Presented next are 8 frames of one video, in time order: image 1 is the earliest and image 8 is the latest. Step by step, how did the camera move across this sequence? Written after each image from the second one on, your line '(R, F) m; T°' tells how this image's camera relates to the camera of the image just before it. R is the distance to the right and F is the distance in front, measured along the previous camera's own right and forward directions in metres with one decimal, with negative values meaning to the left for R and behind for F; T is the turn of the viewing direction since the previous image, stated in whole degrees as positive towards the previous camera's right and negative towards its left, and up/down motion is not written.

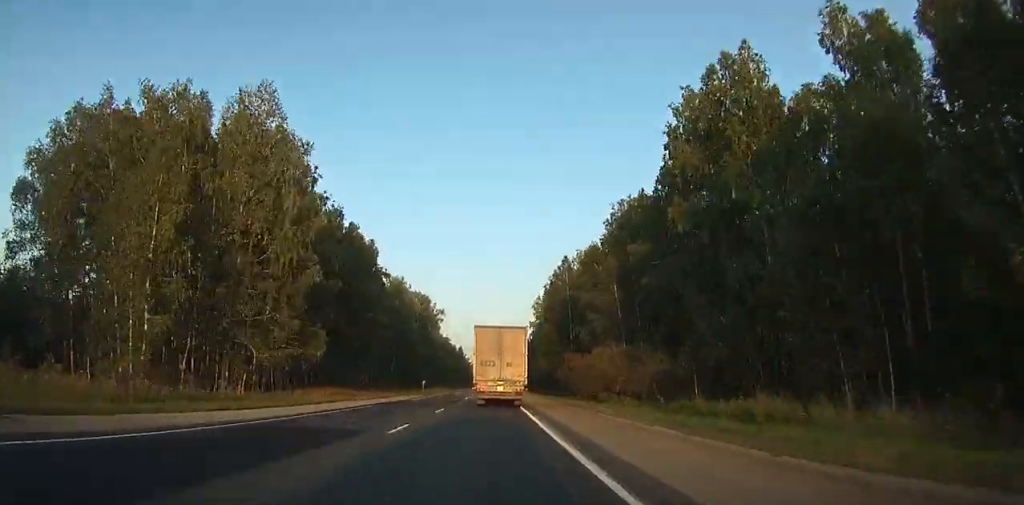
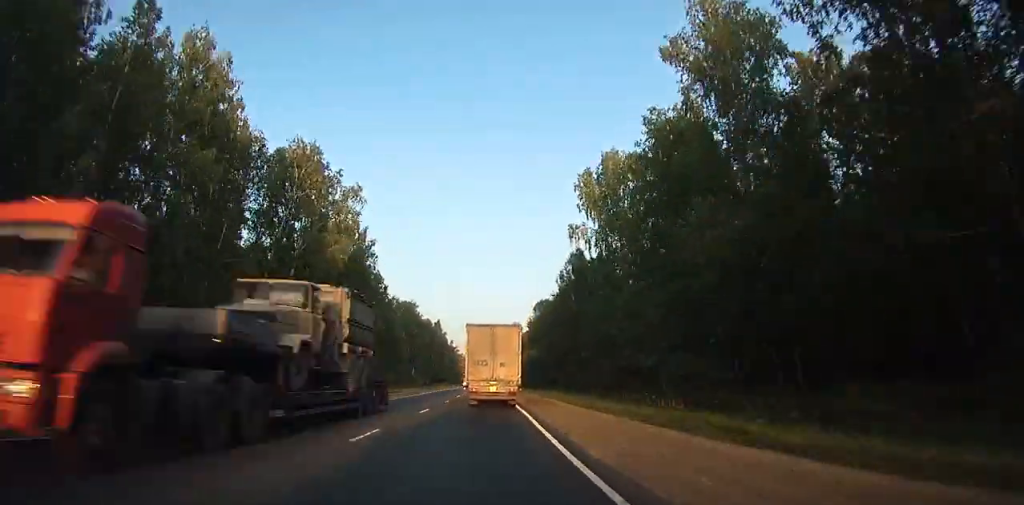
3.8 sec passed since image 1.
(+0.3, +83.9) m; 0°
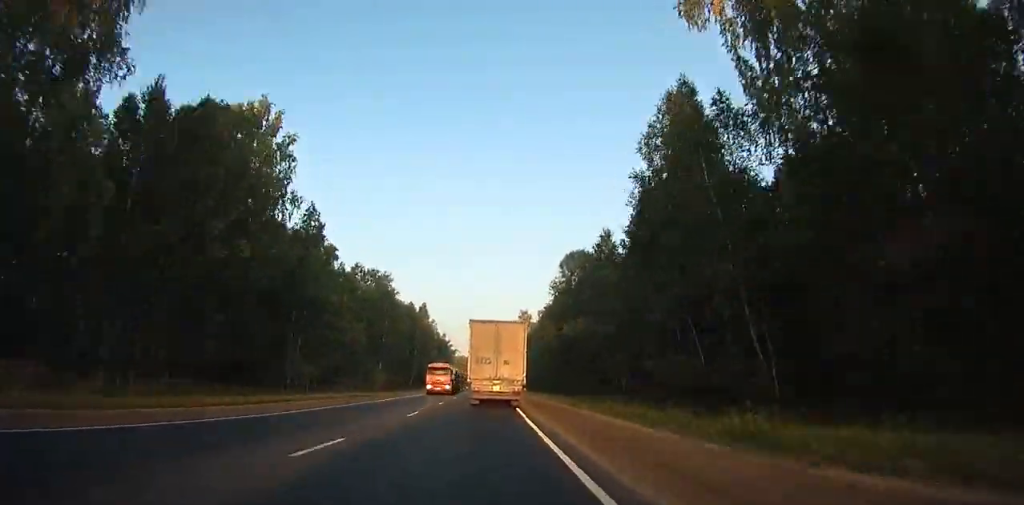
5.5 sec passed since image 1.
(+0.1, +37.9) m; 0°
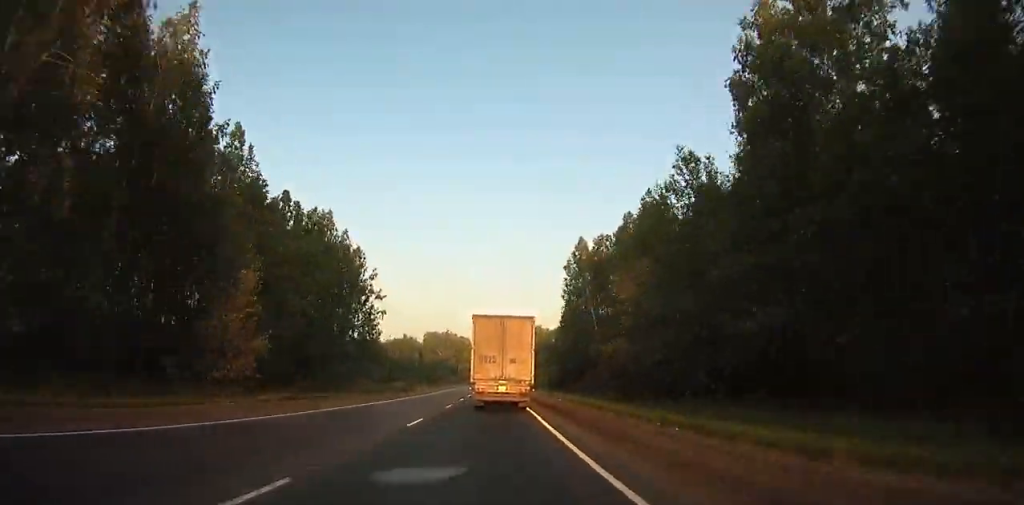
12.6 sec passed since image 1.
(-2.6, +160.1) m; -1°
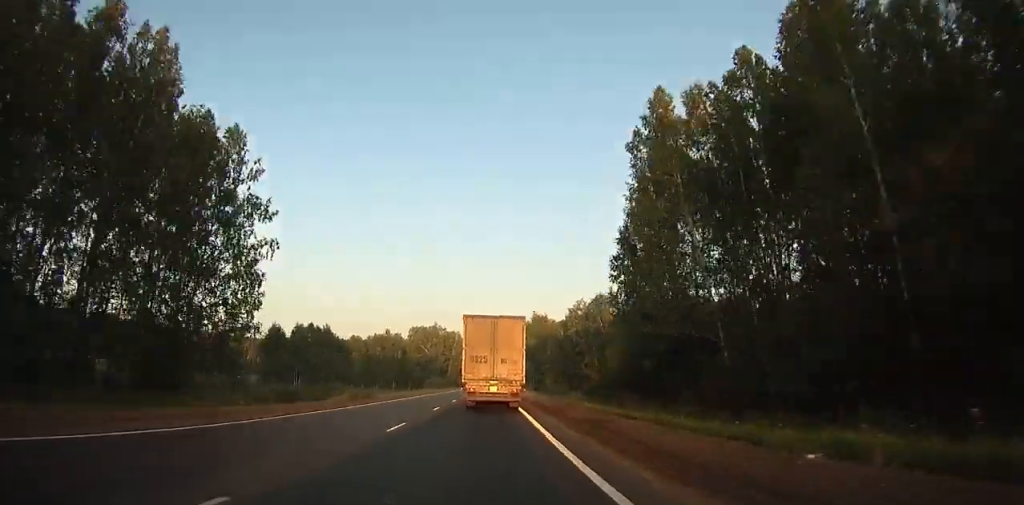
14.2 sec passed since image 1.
(-0.6, +36.3) m; 0°
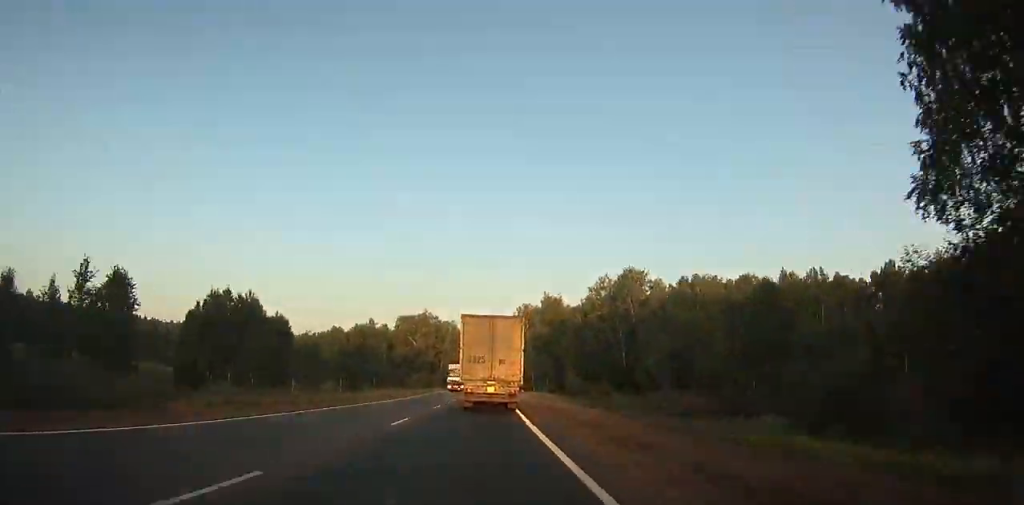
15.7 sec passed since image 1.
(+0.8, +34.2) m; 0°
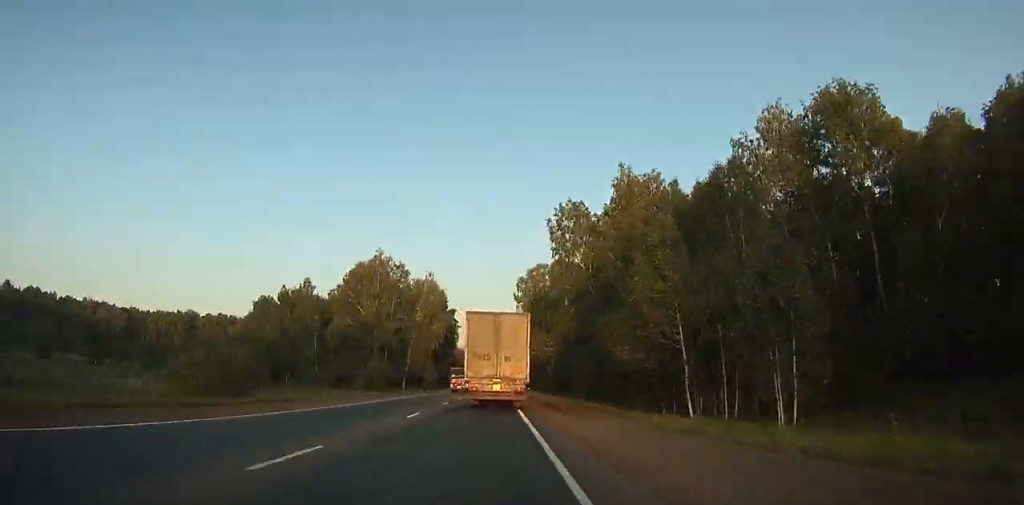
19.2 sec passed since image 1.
(-0.2, +80.3) m; 0°
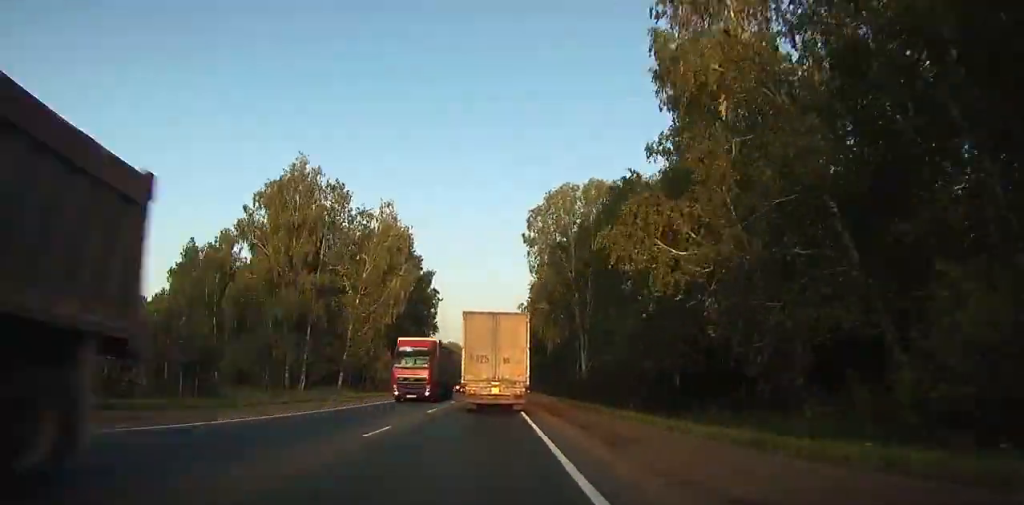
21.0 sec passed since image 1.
(-0.1, +41.5) m; 0°
